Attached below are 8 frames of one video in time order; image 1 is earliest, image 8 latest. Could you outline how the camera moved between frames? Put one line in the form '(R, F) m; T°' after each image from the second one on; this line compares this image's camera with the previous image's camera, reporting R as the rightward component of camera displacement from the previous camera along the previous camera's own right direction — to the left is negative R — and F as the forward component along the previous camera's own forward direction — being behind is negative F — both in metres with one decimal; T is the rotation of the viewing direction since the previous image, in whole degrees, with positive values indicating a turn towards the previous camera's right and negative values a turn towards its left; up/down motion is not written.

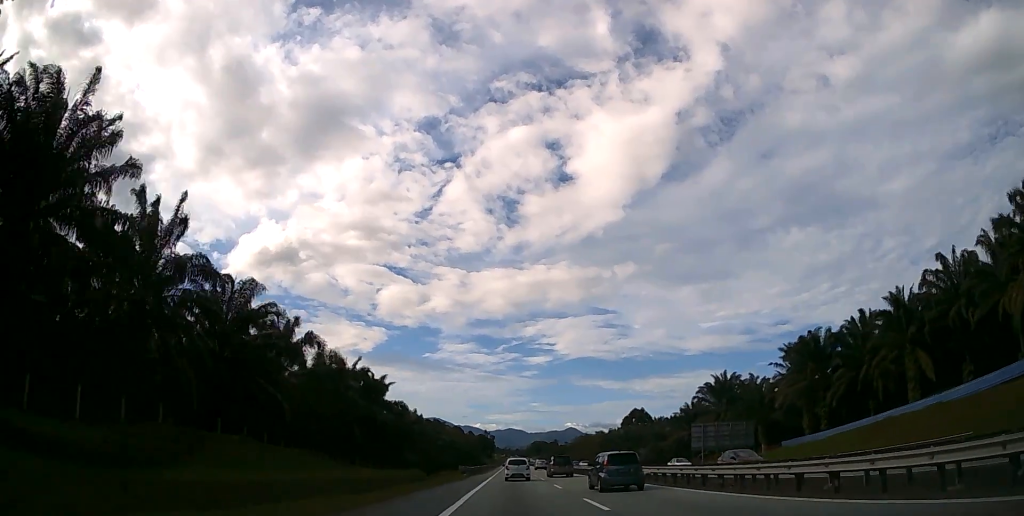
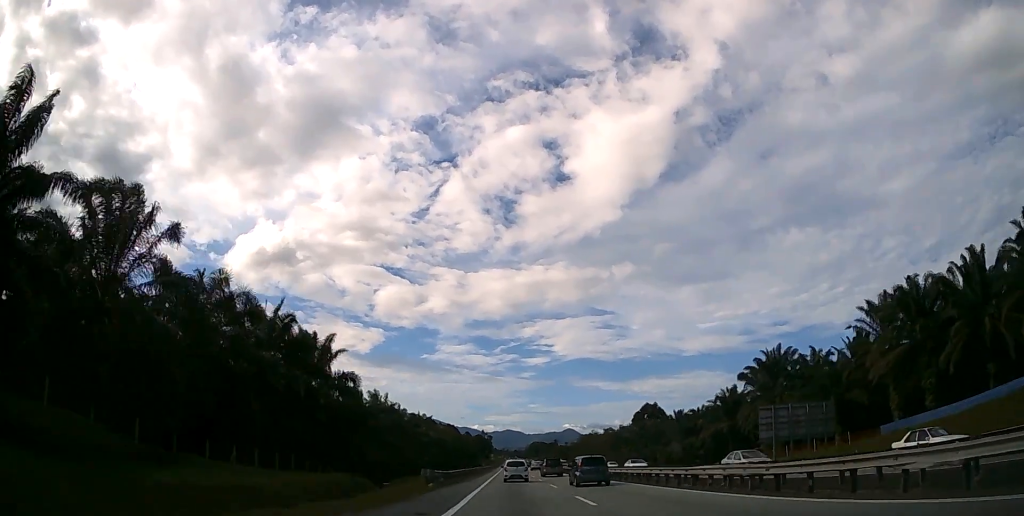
(0.0, +21.8) m; 0°
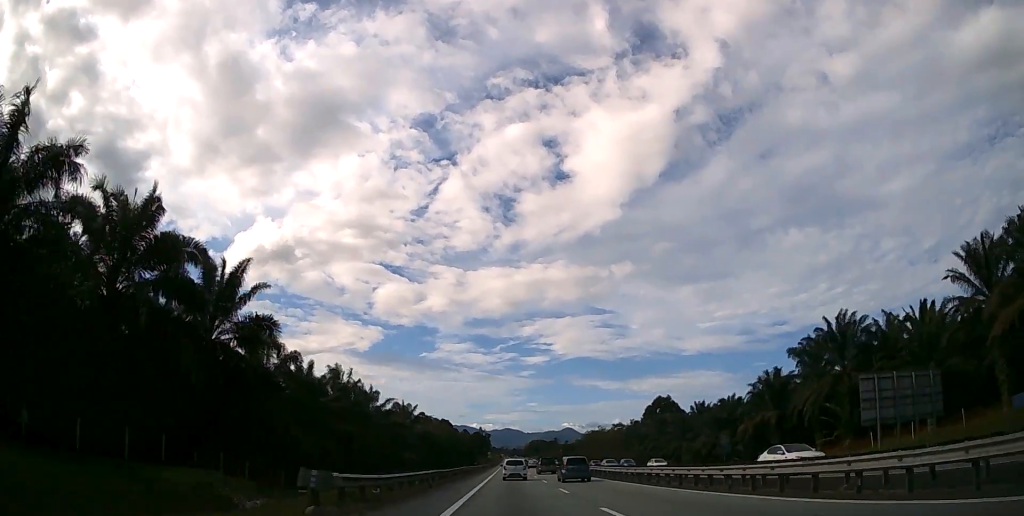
(0.0, +17.7) m; 0°
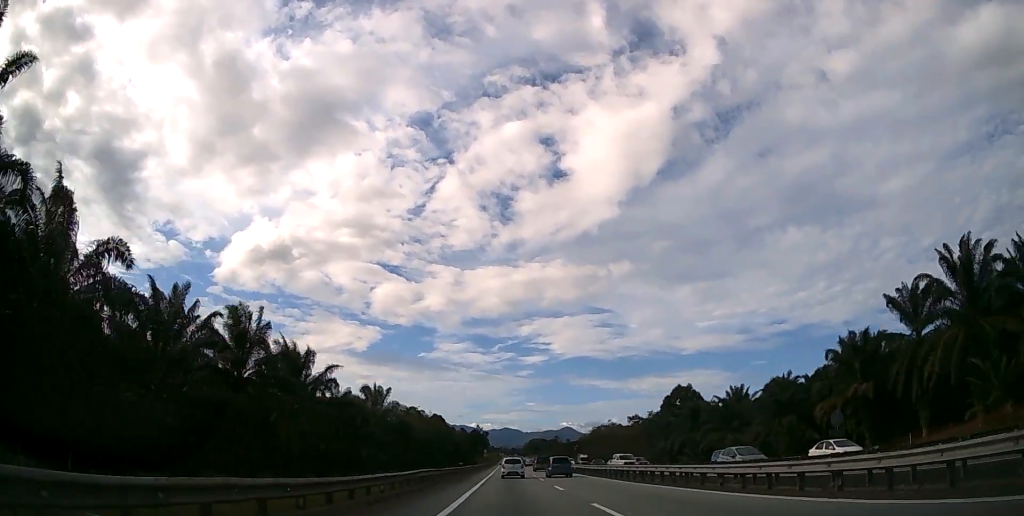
(0.0, +22.4) m; 0°
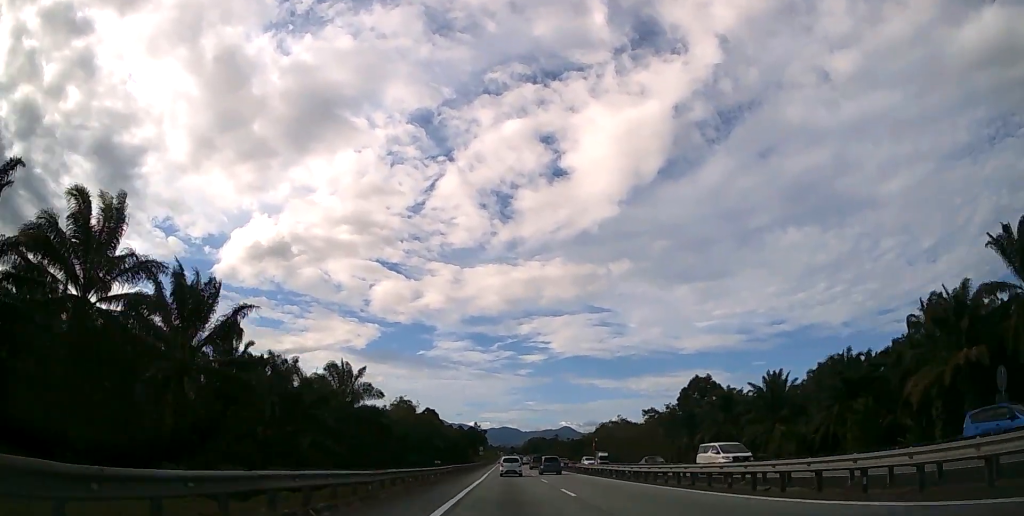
(0.0, +16.4) m; 0°
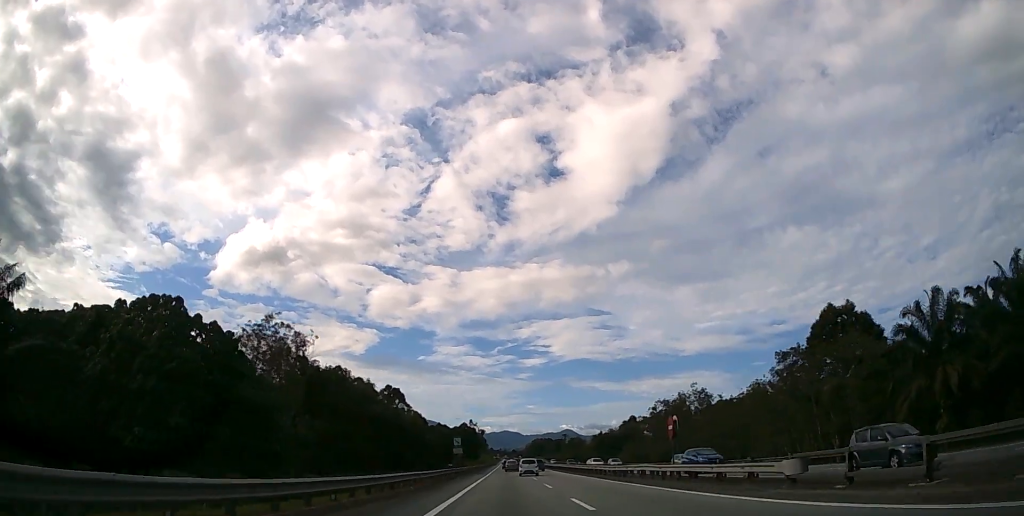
(+0.1, +64.5) m; 0°
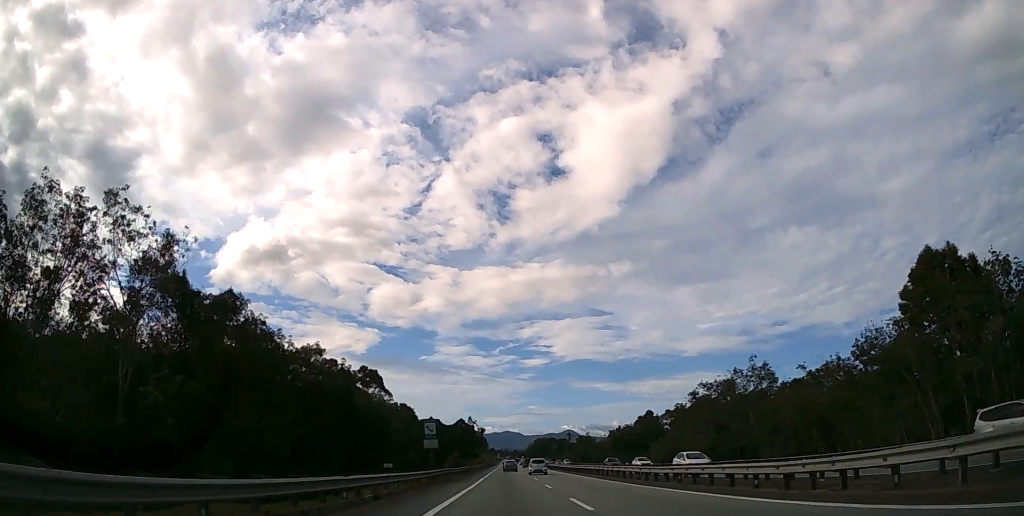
(0.0, +24.0) m; 0°
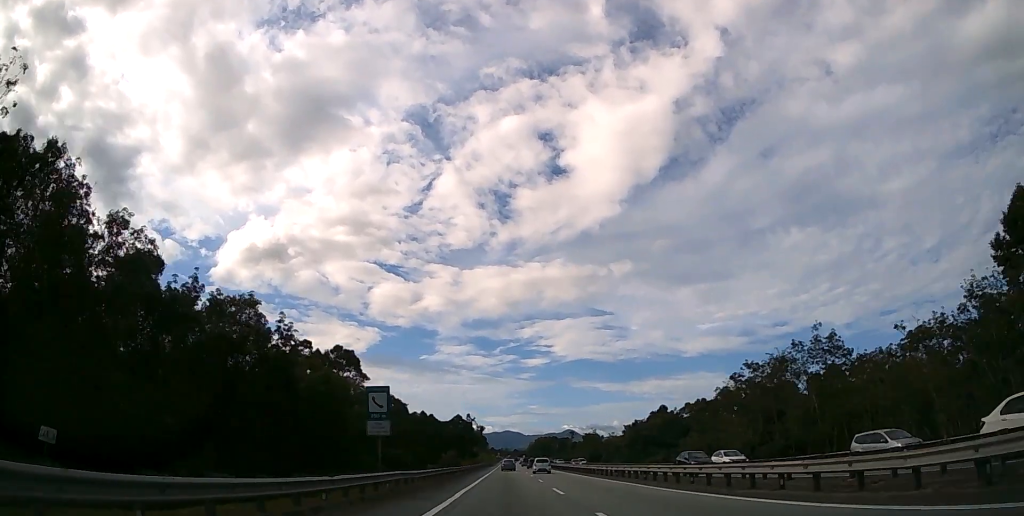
(0.0, +17.3) m; 0°
